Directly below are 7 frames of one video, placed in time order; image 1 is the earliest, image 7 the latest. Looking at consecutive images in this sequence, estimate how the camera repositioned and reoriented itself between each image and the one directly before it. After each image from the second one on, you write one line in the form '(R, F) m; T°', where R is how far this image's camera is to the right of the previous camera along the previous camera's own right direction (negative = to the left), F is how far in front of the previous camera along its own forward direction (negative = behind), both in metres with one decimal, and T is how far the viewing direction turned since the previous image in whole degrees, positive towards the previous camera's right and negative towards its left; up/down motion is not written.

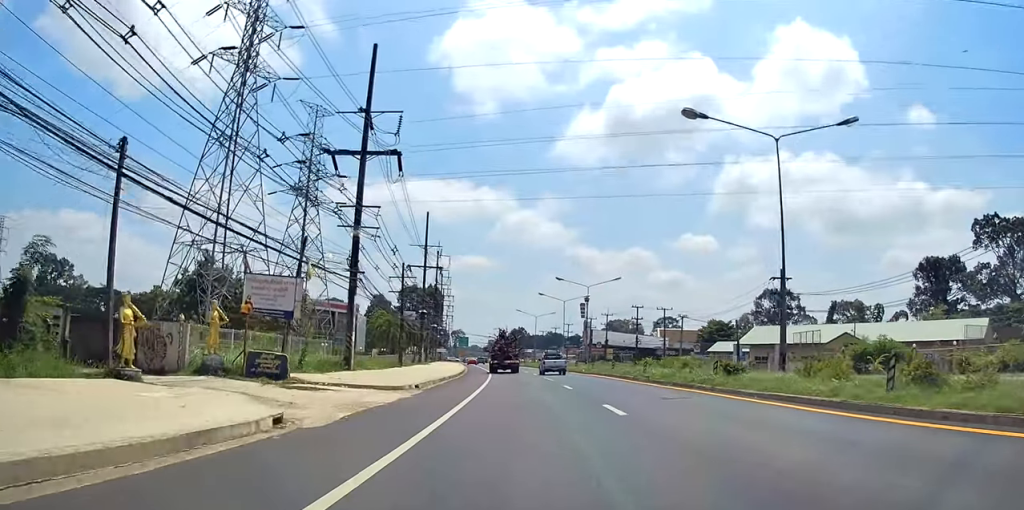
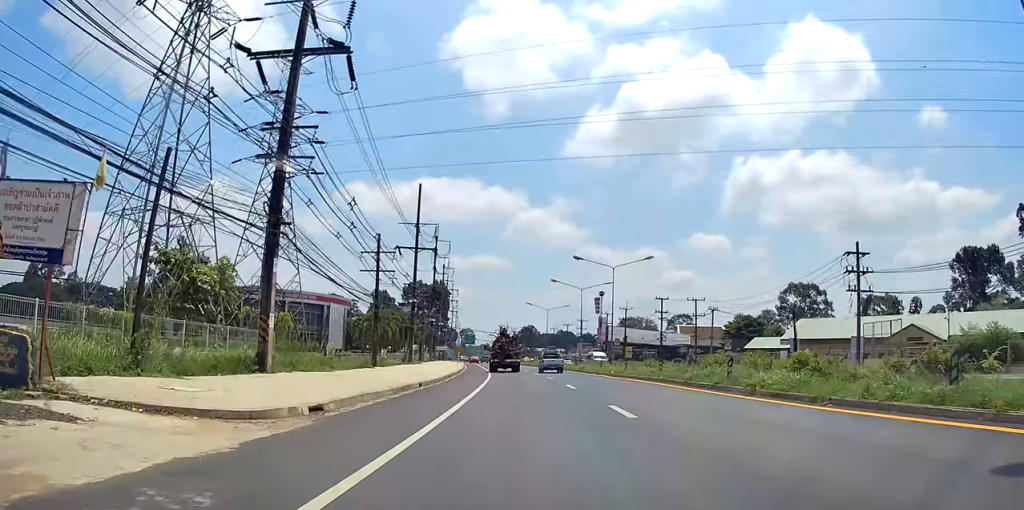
(+0.2, +12.6) m; +1°
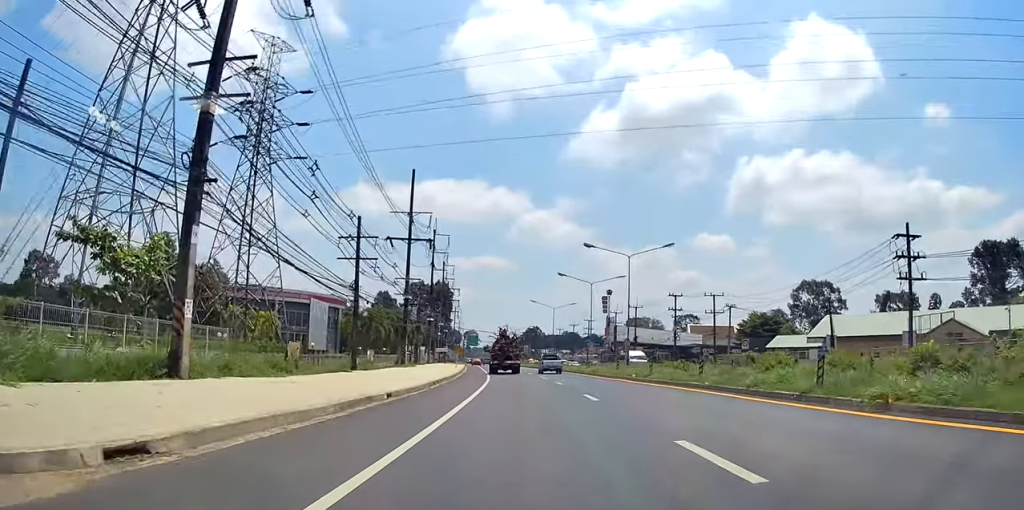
(+0.1, +6.2) m; 0°
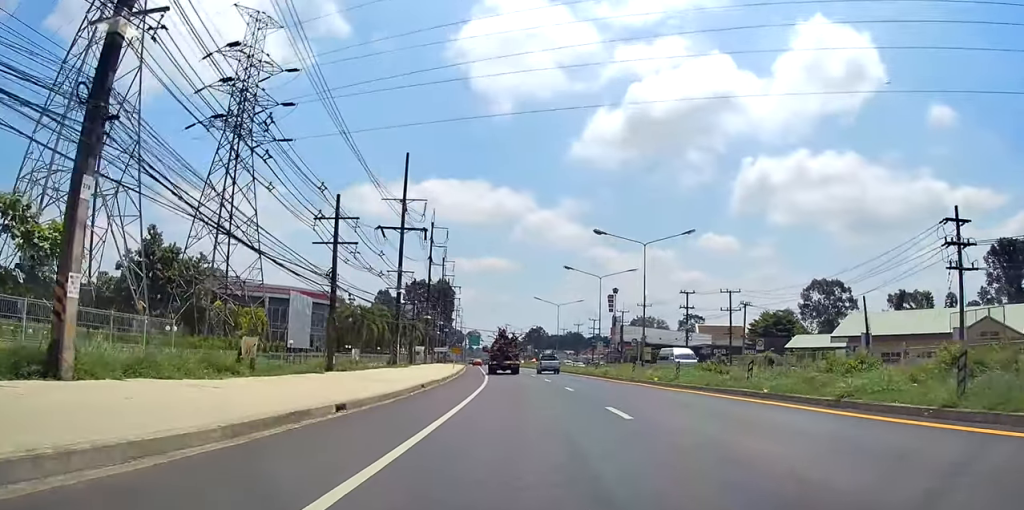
(0.0, +5.2) m; 0°
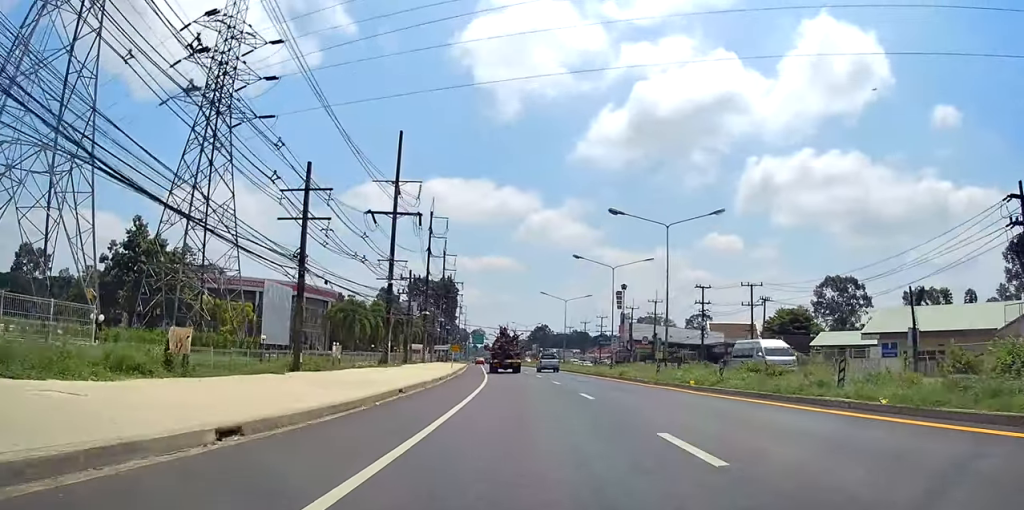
(-0.1, +5.2) m; +1°
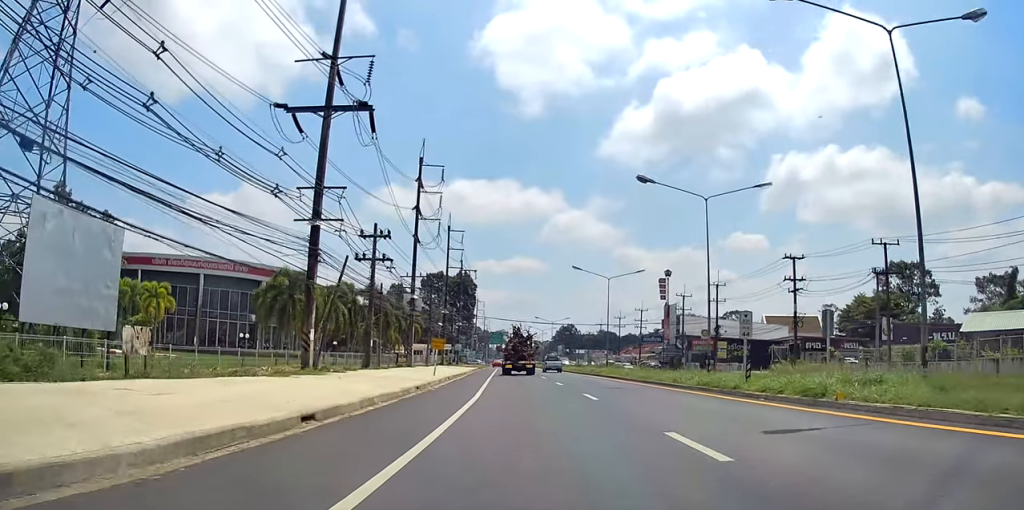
(-0.2, +22.7) m; -2°
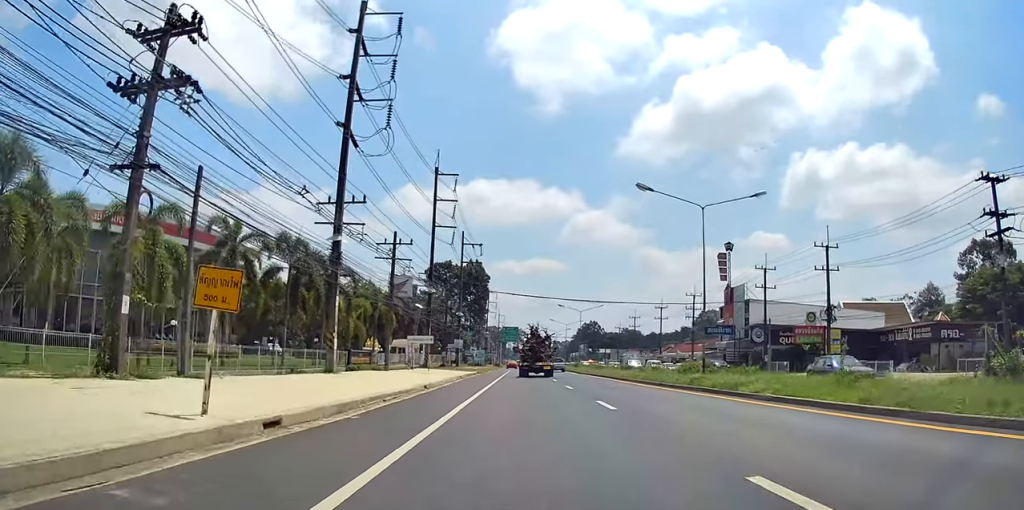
(-0.5, +27.4) m; -1°
